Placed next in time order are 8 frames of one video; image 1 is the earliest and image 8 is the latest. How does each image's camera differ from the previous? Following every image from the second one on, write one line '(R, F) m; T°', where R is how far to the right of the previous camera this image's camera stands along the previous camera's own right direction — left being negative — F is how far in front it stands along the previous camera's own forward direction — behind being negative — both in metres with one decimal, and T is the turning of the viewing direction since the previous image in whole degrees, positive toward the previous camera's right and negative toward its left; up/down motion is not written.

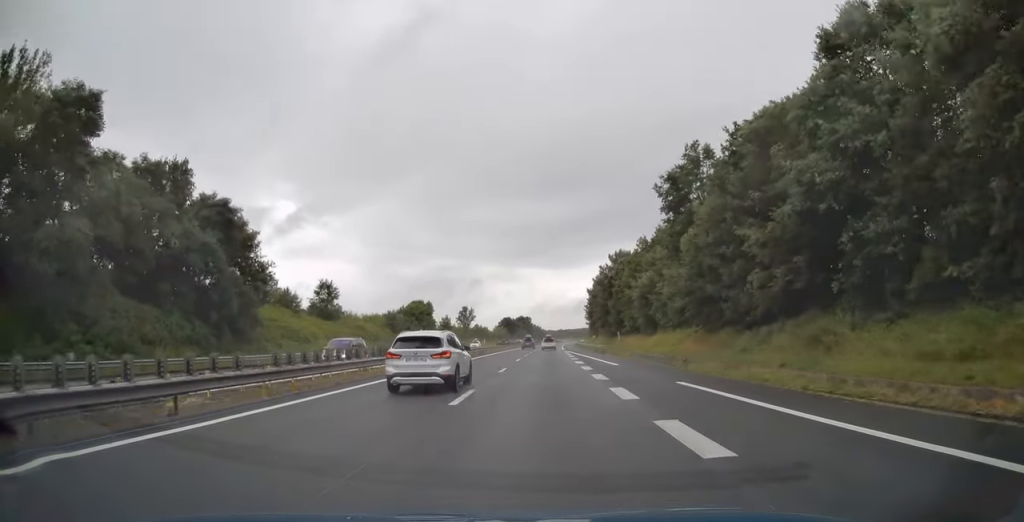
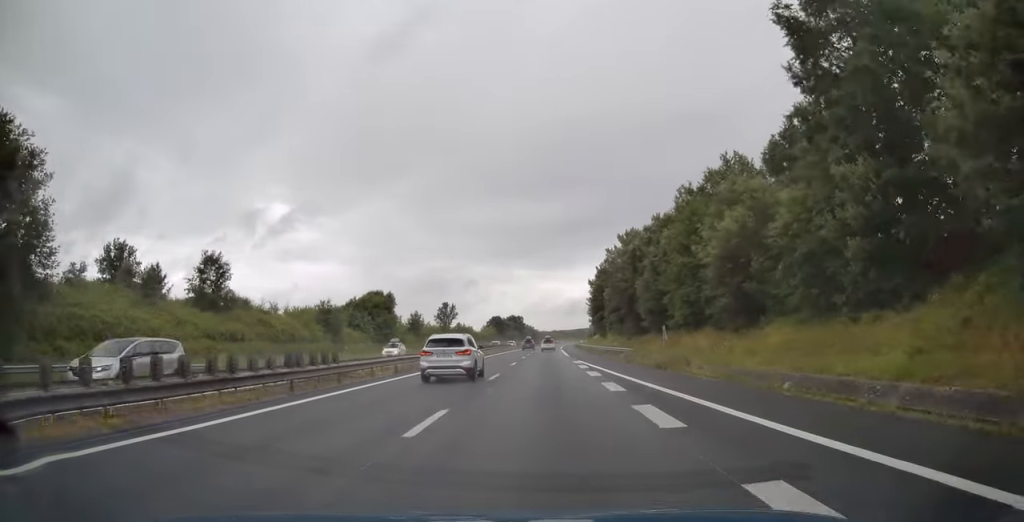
(+0.1, +30.1) m; 0°
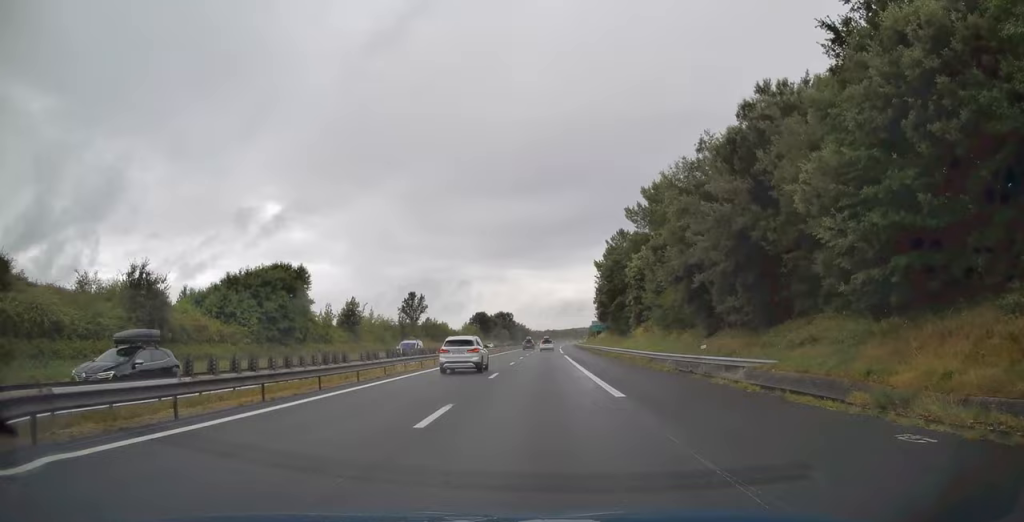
(+0.3, +37.7) m; +1°
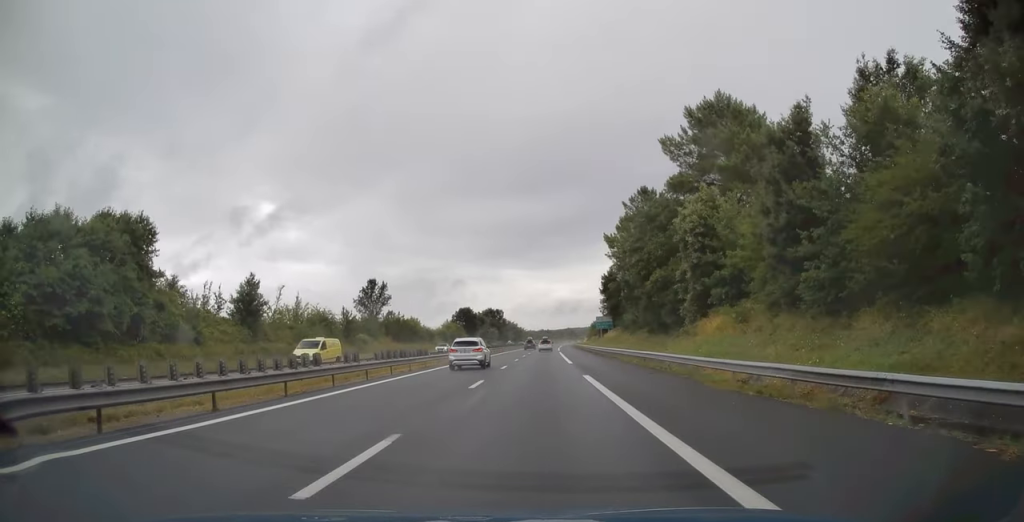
(+0.2, +30.2) m; +1°
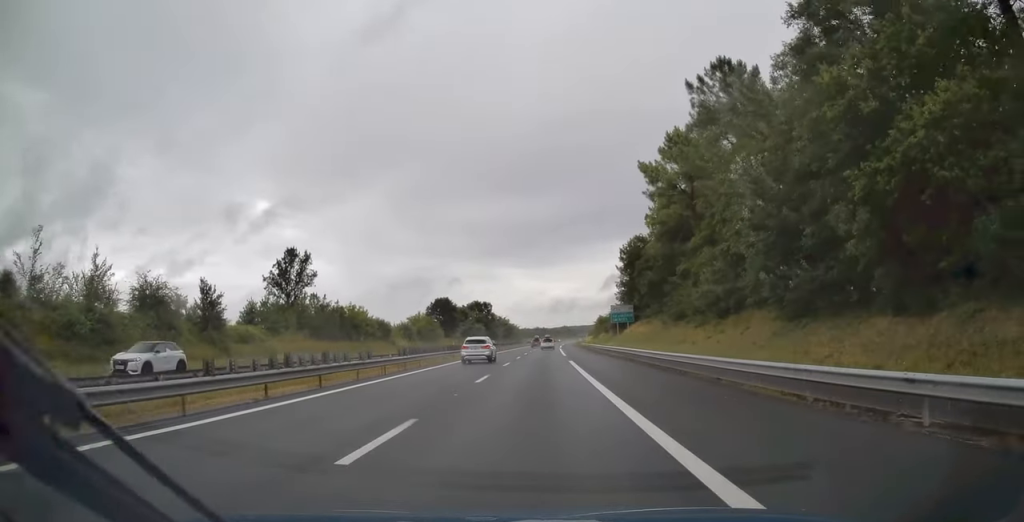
(+0.2, +37.2) m; 0°
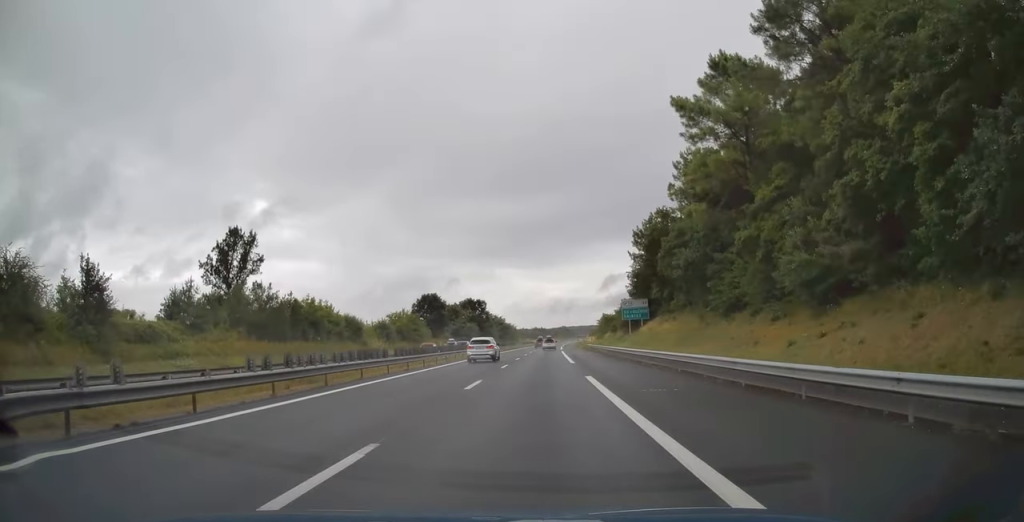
(-0.1, +15.7) m; 0°
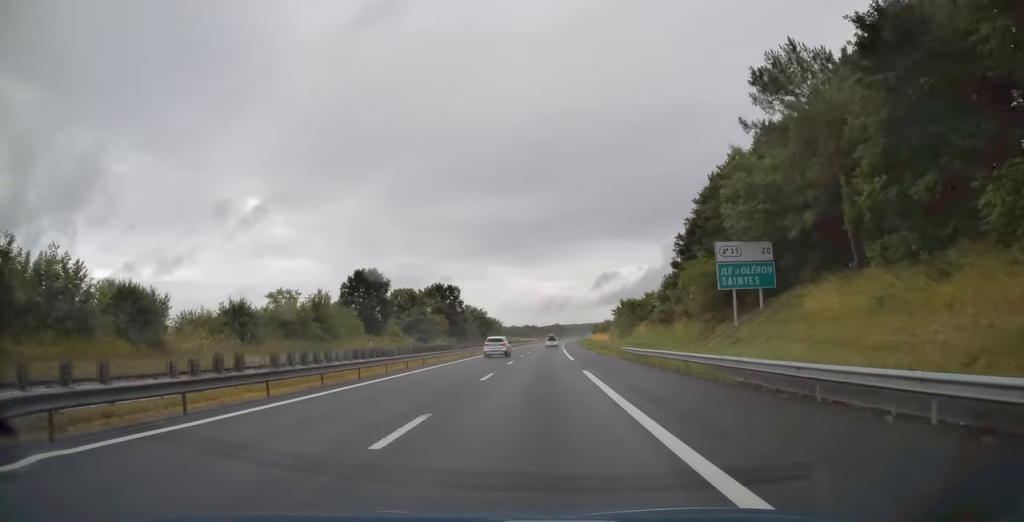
(+0.6, +48.6) m; +1°
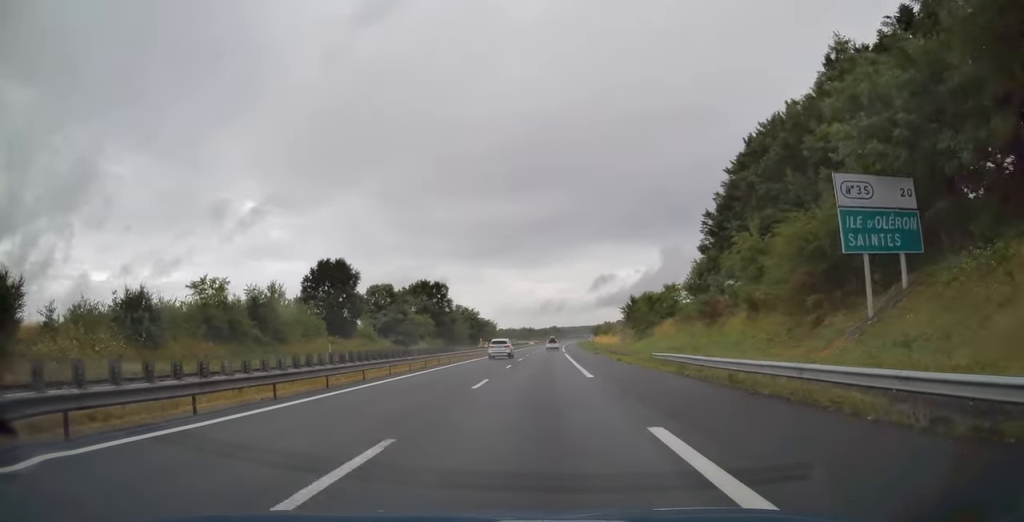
(0.0, +15.6) m; 0°
